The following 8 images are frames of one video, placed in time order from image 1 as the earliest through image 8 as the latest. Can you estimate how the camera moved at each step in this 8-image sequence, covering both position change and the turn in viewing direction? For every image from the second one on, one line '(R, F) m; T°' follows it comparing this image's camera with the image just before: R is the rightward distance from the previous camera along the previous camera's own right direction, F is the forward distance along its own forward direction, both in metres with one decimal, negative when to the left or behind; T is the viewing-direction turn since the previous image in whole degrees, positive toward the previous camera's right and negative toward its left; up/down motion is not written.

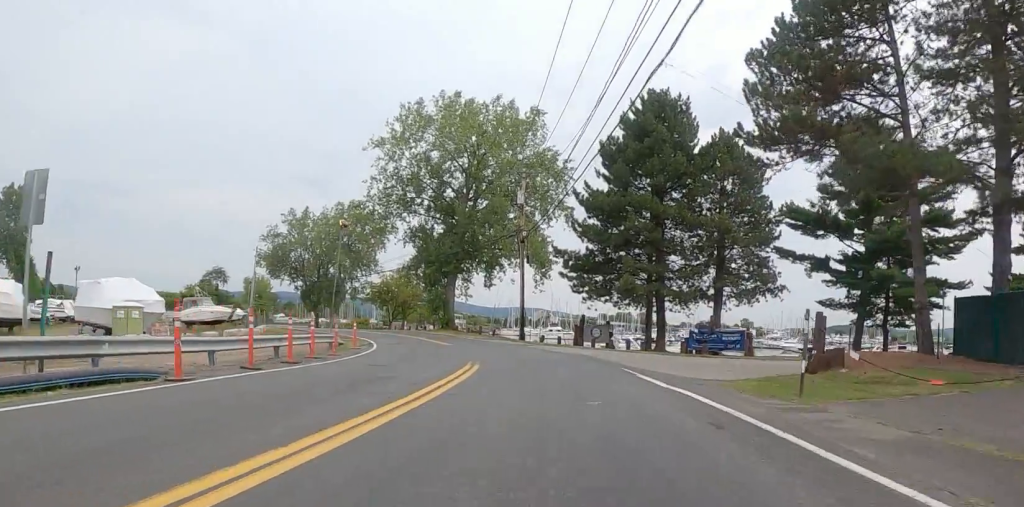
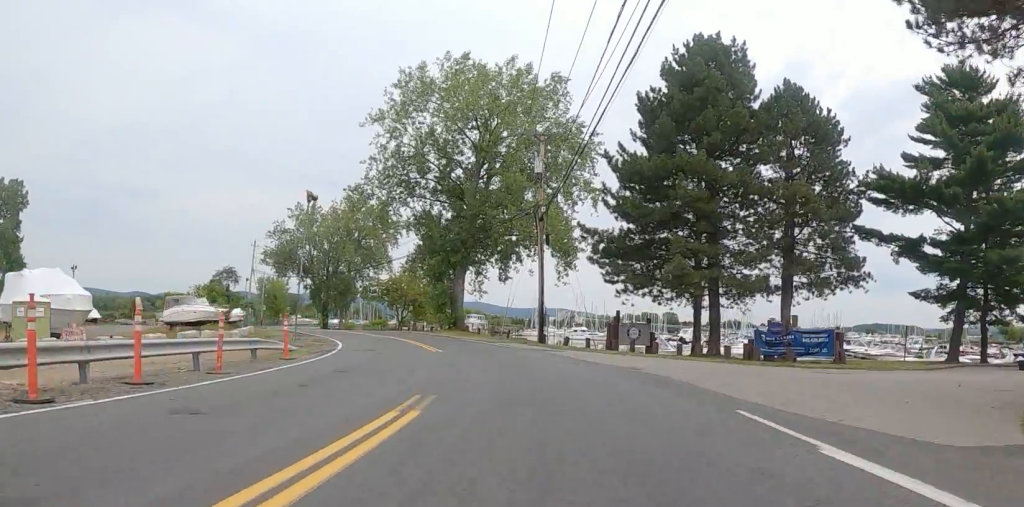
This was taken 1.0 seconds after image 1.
(0.0, +8.4) m; 0°
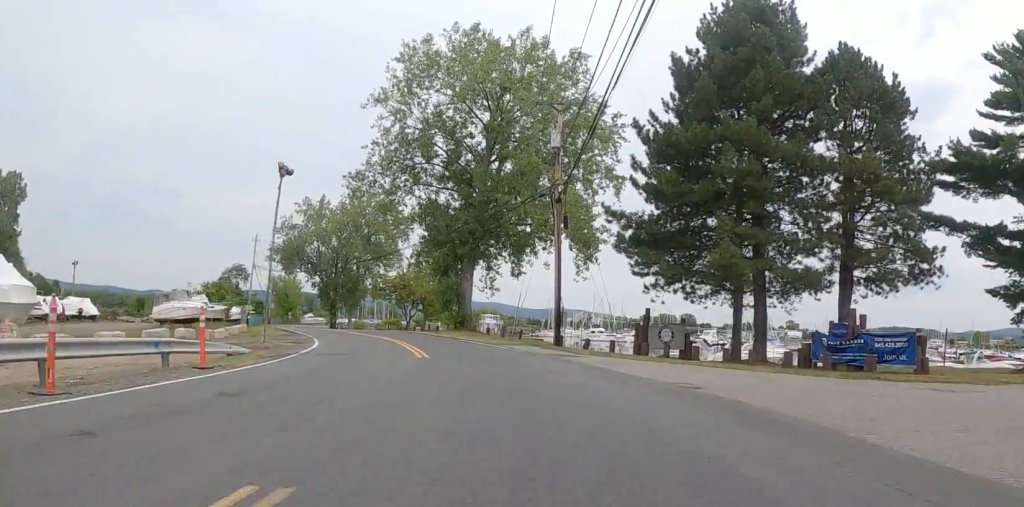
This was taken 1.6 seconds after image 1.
(0.0, +4.9) m; 0°
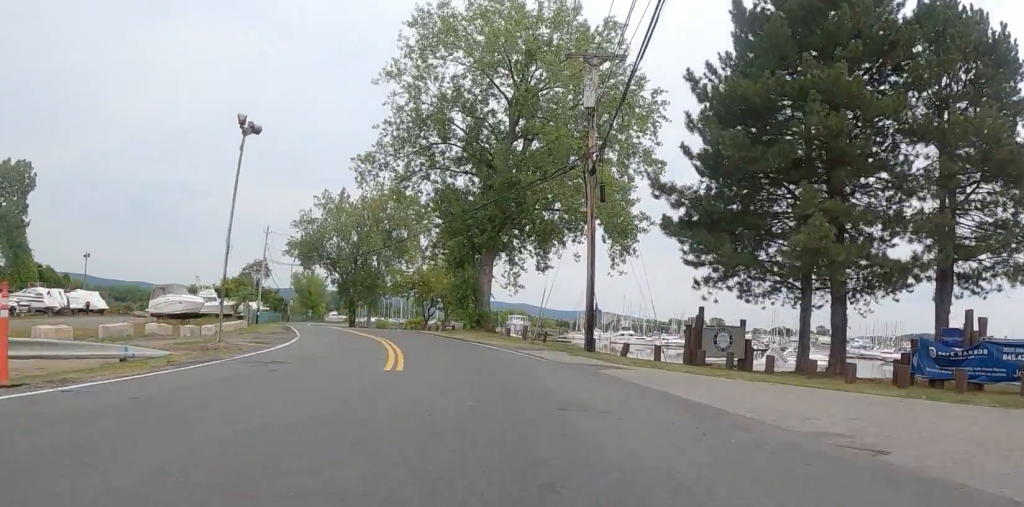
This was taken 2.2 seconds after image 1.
(0.0, +5.5) m; -4°
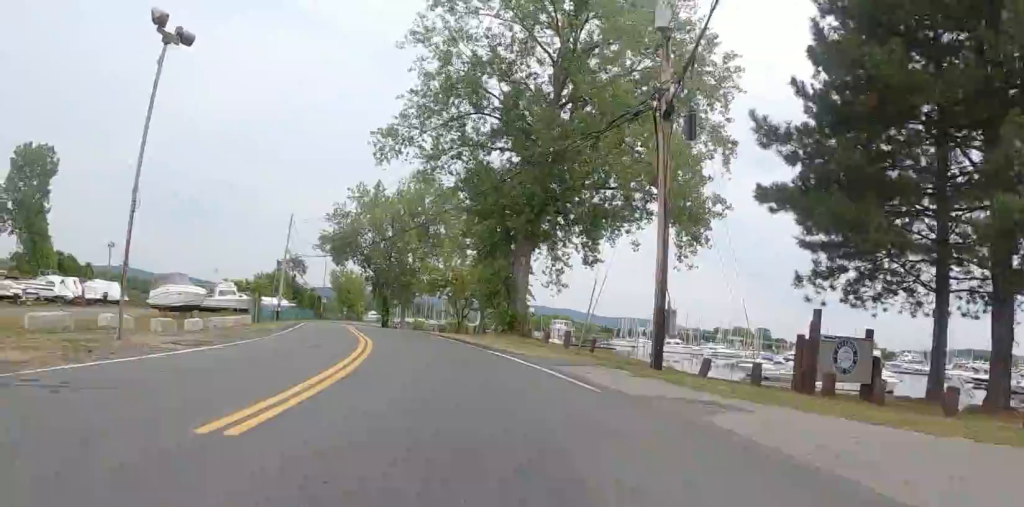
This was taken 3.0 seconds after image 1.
(-0.3, +6.9) m; -7°
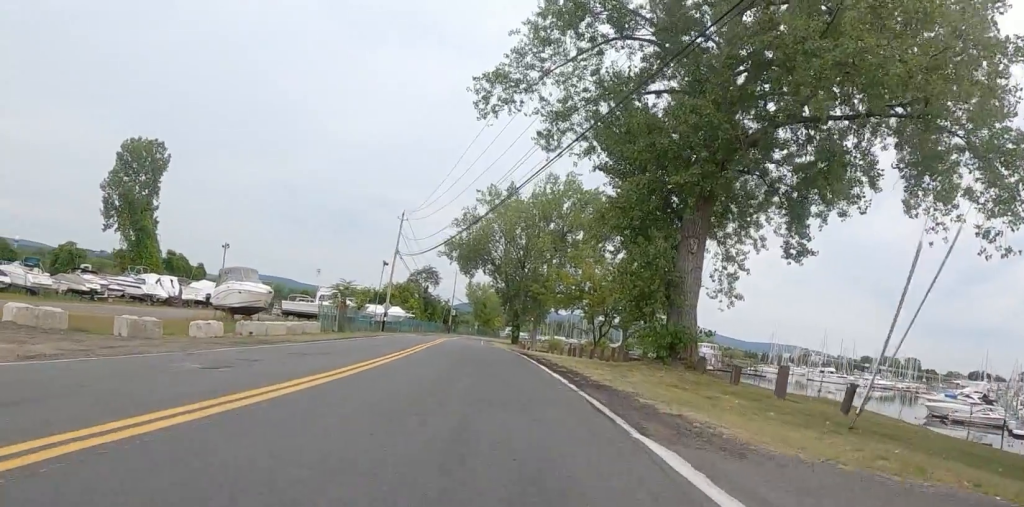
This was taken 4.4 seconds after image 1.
(-1.4, +12.1) m; -12°
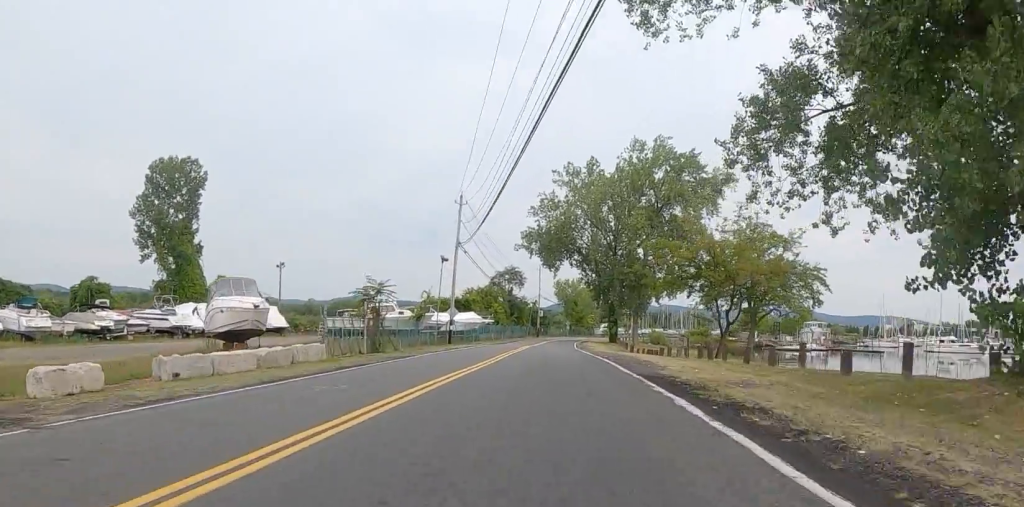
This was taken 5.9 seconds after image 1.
(-0.6, +12.5) m; -4°
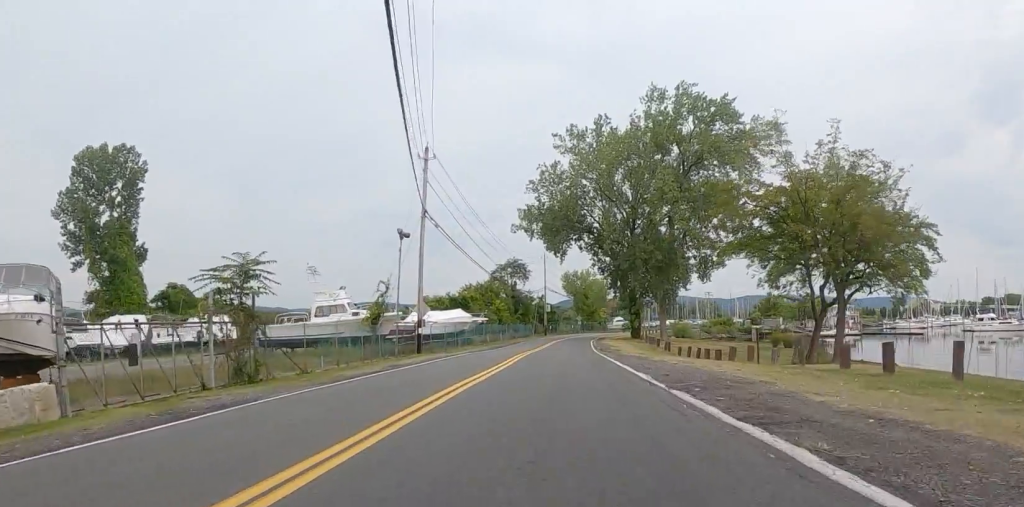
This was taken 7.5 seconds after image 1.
(-1.1, +13.5) m; -9°
